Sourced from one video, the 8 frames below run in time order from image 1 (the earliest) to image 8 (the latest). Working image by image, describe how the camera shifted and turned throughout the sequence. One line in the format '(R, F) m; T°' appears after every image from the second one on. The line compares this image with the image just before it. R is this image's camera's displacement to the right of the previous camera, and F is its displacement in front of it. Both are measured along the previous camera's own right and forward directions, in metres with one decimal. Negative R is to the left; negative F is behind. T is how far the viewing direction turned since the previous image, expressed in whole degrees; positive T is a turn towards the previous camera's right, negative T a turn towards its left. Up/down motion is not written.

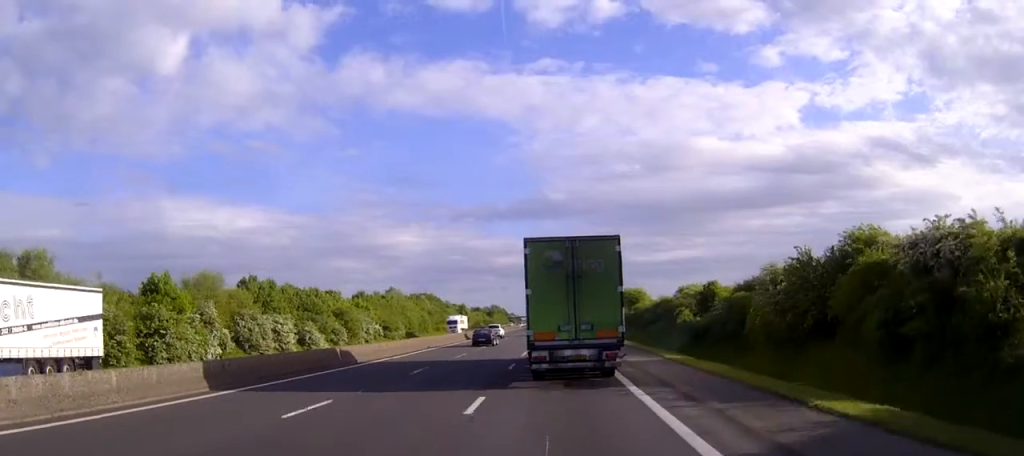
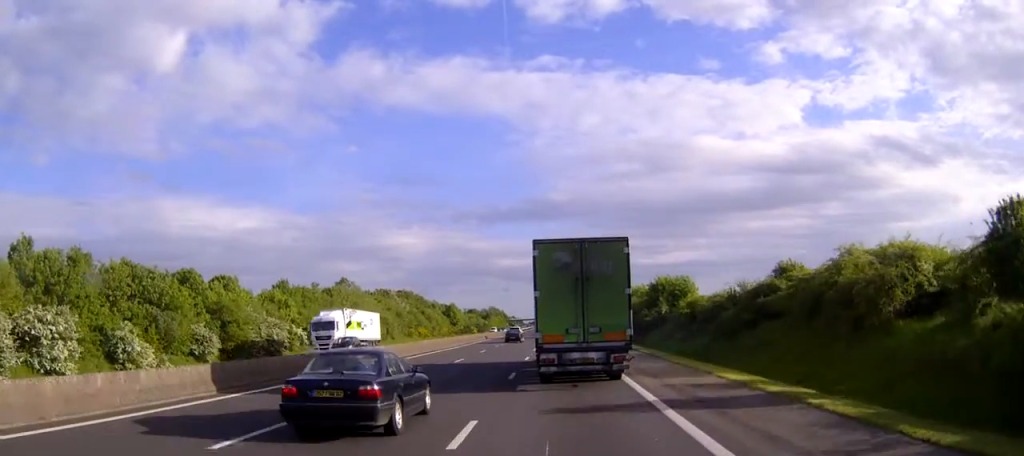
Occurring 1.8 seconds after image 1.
(-0.1, +42.9) m; 0°
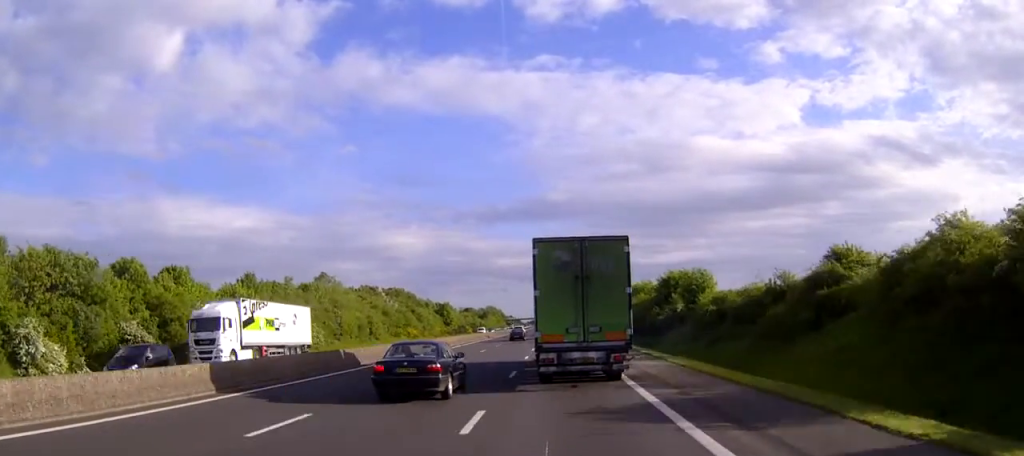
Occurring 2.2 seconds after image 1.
(0.0, +11.5) m; 0°
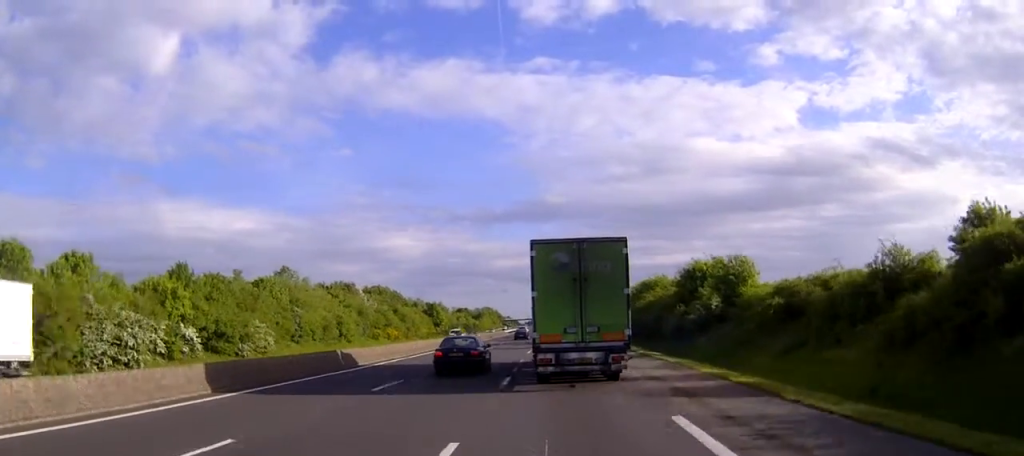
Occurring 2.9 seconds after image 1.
(0.0, +17.3) m; 0°
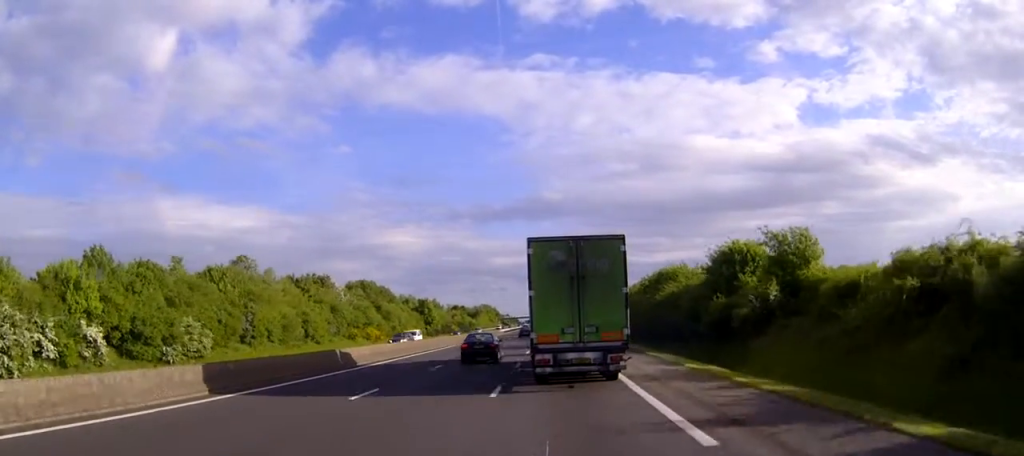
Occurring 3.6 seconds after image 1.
(0.0, +15.6) m; 0°
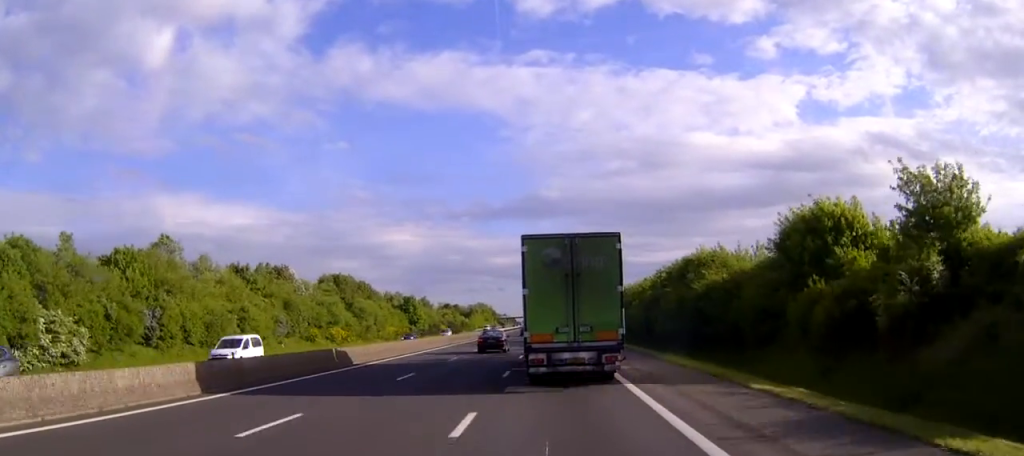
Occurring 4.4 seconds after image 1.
(0.0, +19.7) m; 0°
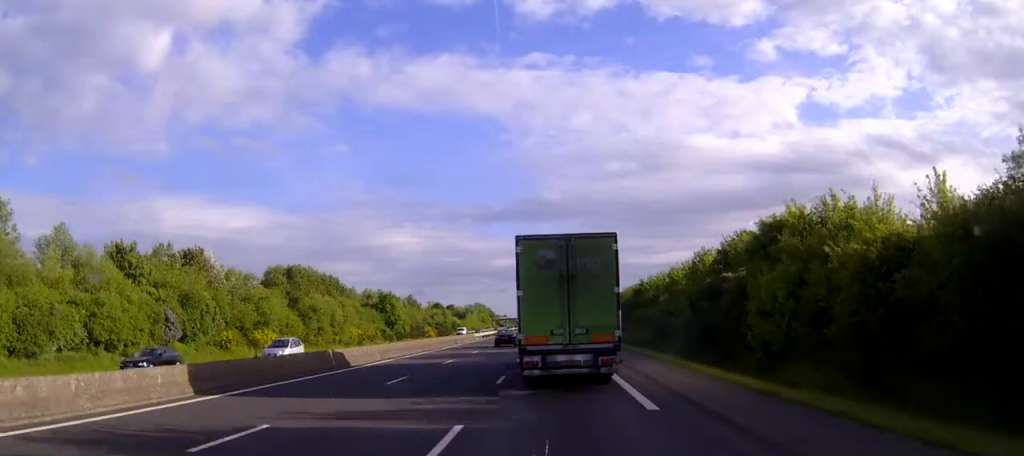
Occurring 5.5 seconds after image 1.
(0.0, +27.9) m; 0°
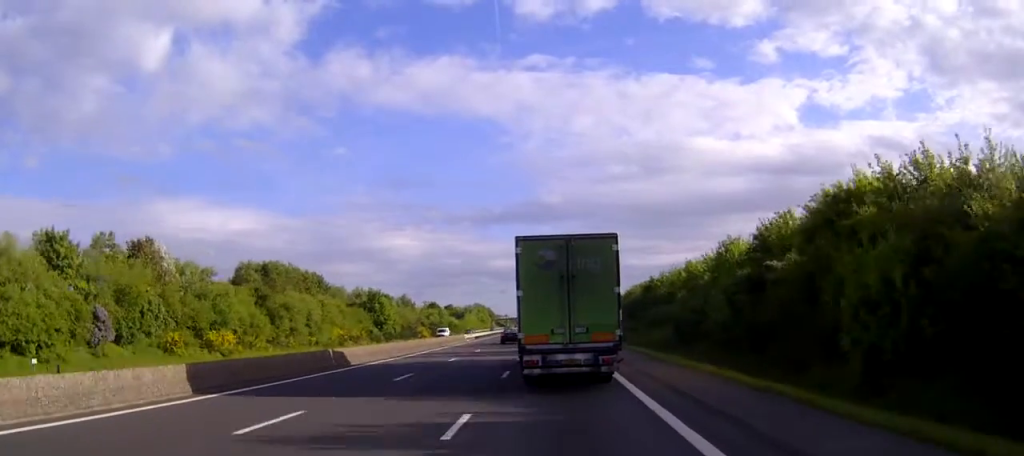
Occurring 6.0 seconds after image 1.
(0.0, +11.5) m; 0°
